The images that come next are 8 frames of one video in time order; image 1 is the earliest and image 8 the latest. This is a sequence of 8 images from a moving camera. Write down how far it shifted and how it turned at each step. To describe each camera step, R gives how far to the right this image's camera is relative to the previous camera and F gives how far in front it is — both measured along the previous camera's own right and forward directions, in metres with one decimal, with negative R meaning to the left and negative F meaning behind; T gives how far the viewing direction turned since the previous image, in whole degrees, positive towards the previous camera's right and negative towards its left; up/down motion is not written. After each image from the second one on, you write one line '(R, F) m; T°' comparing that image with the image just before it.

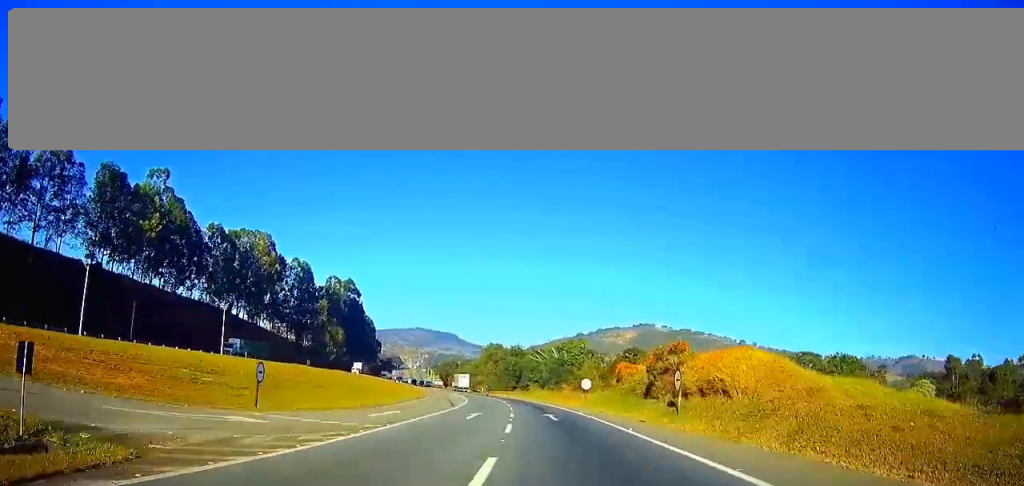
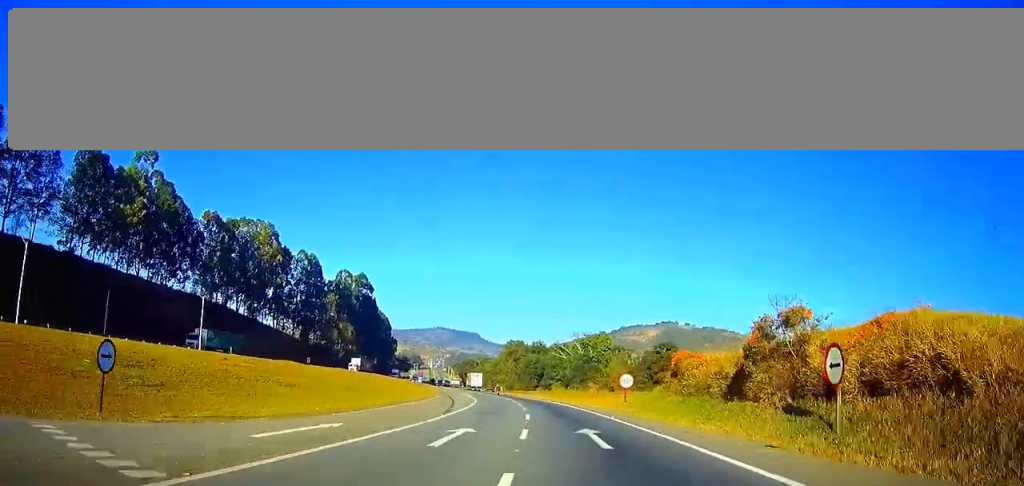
(-0.2, +14.4) m; -1°
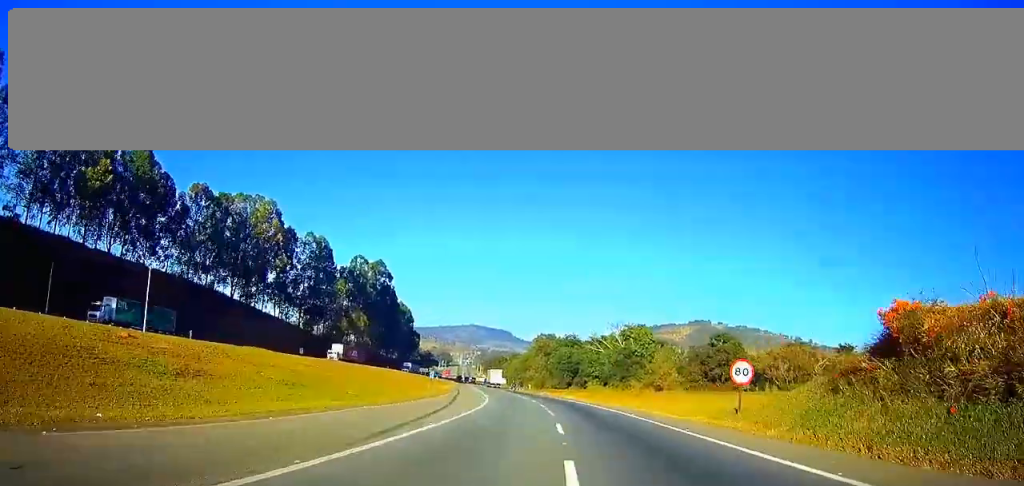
(-0.2, +22.1) m; -2°
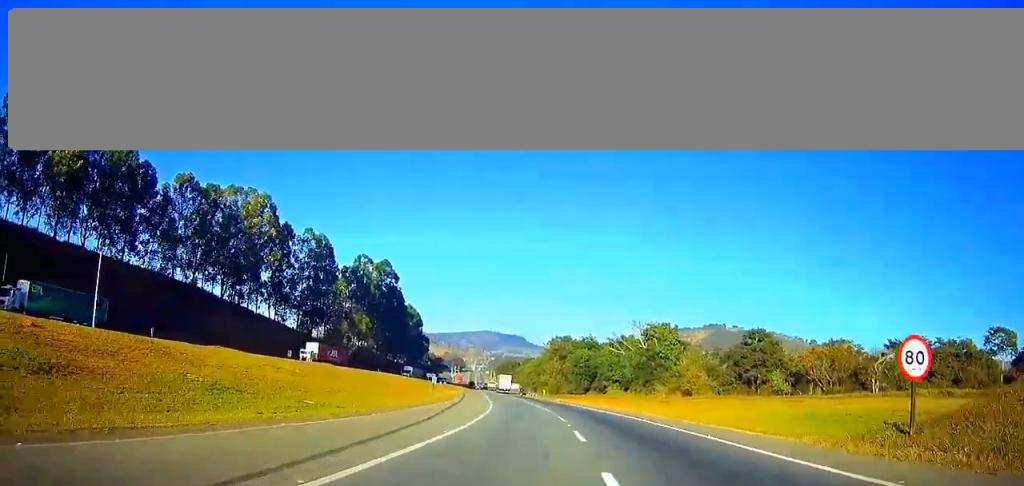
(-0.4, +12.7) m; -1°
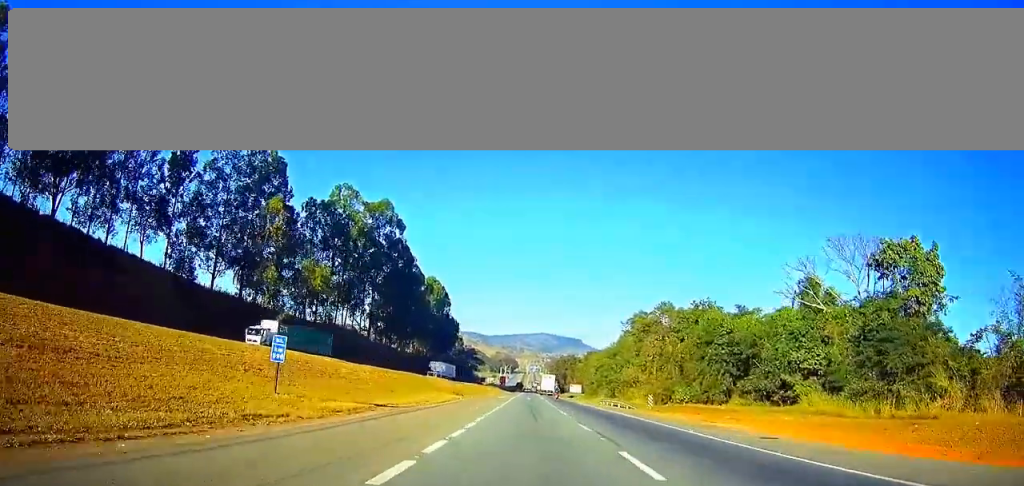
(-4.5, +77.9) m; -5°
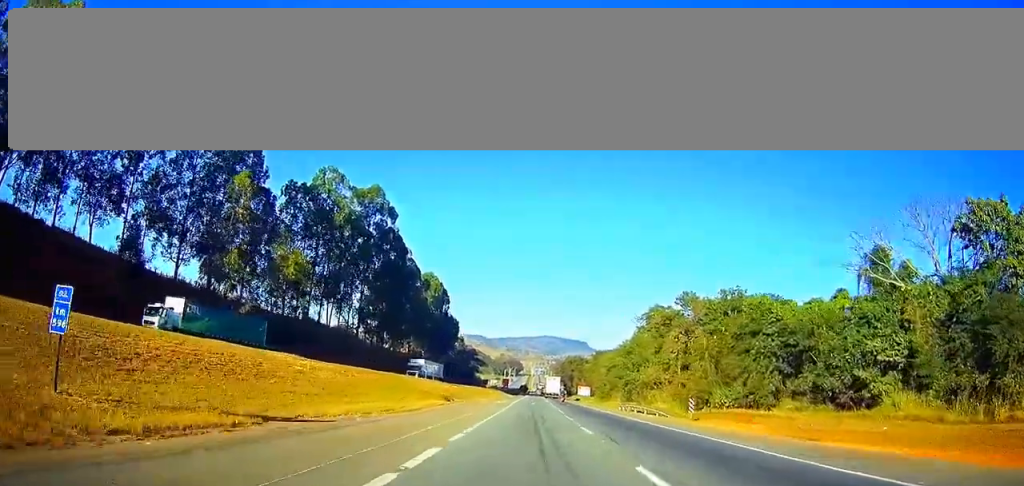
(0.0, +14.0) m; 0°
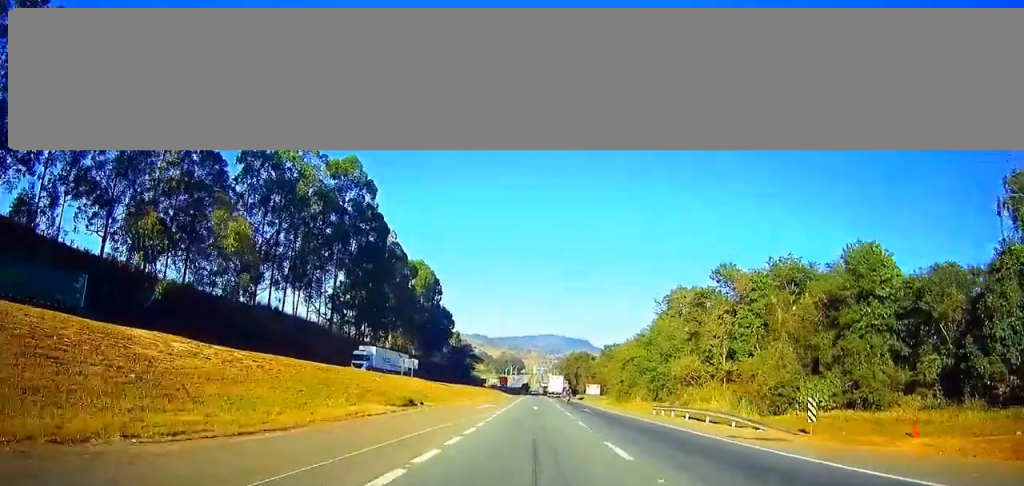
(0.0, +20.0) m; 0°
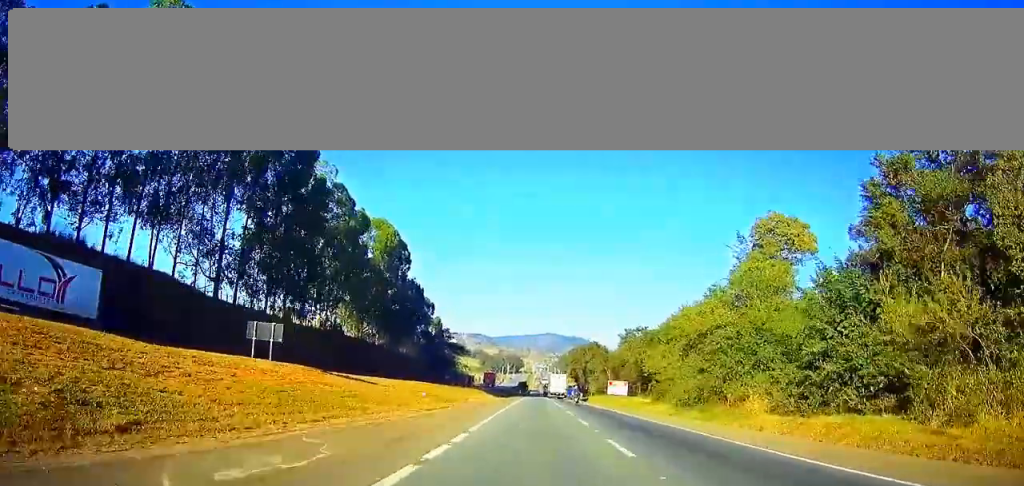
(0.0, +45.8) m; 0°
